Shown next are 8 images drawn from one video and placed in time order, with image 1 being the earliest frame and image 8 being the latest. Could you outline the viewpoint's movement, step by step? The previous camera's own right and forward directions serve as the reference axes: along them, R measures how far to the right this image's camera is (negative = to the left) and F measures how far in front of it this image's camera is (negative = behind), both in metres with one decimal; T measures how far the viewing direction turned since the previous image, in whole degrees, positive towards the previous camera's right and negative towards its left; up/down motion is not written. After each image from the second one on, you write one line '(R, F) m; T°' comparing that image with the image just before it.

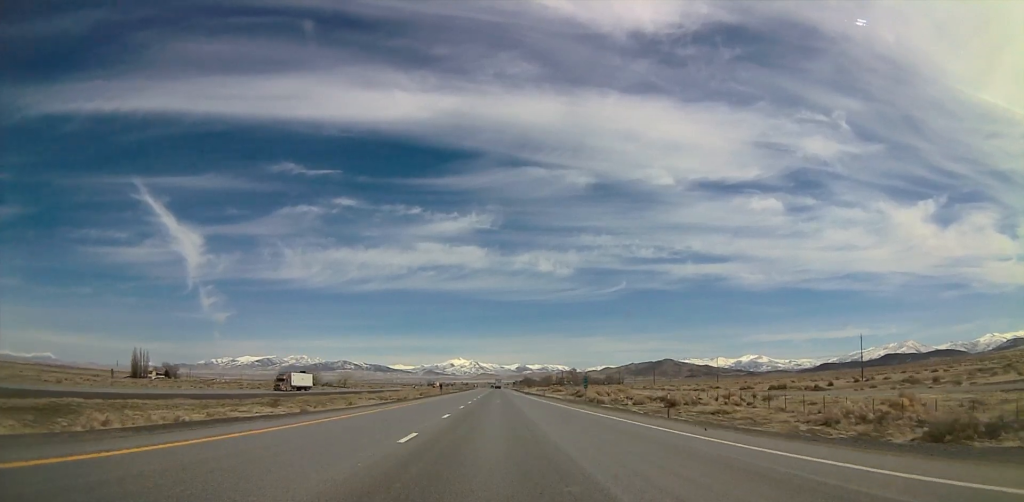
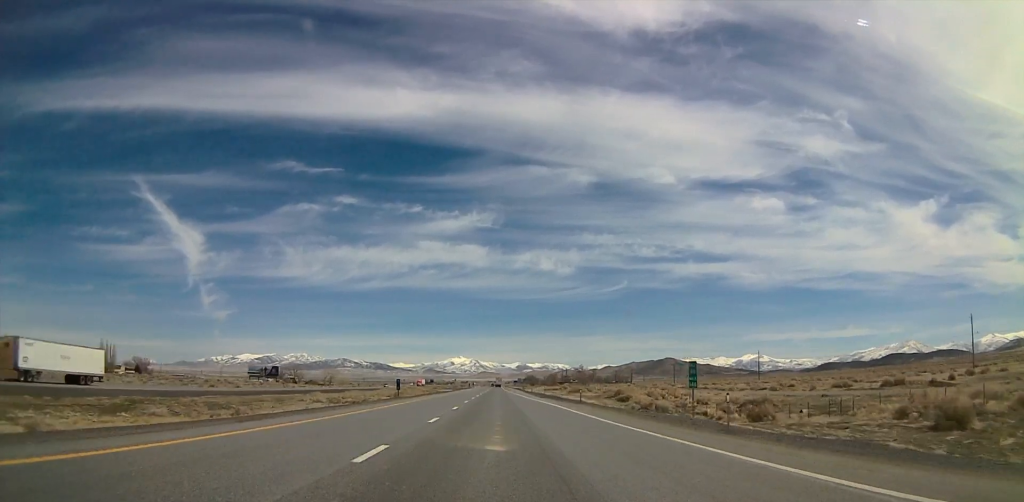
(0.0, +40.3) m; 0°
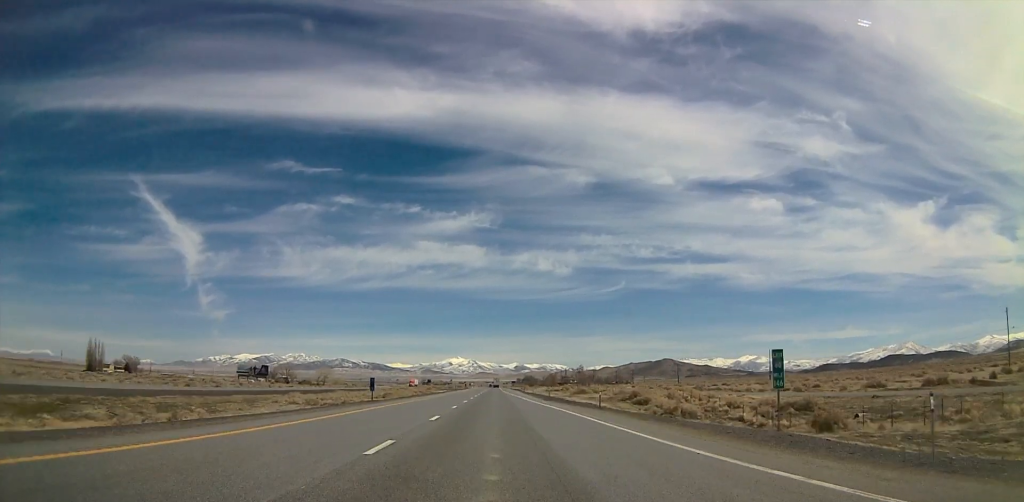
(0.0, +11.2) m; 0°
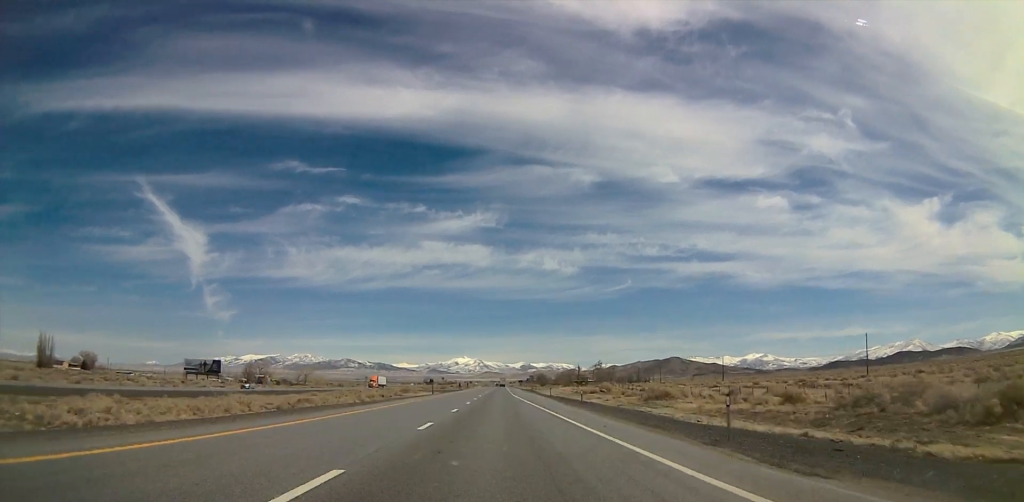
(+0.1, +53.8) m; 0°
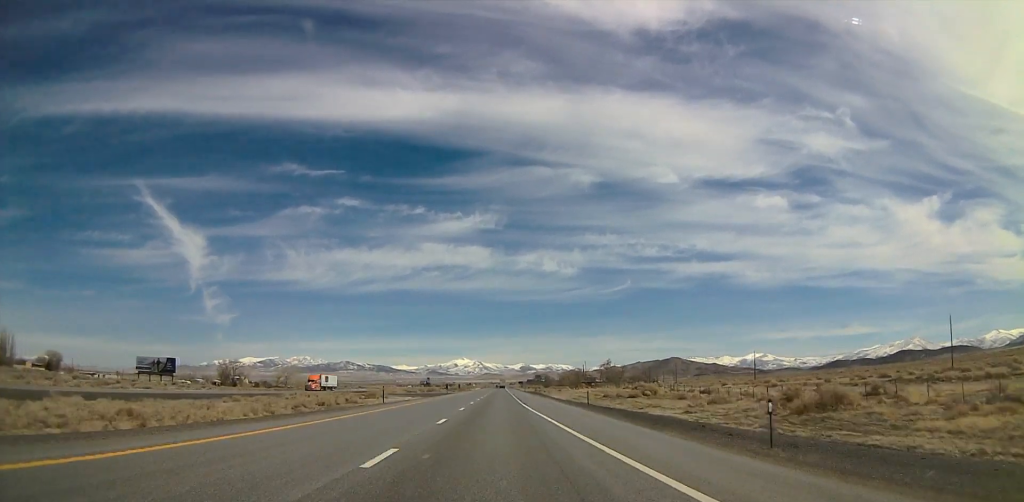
(-0.1, +33.6) m; 0°
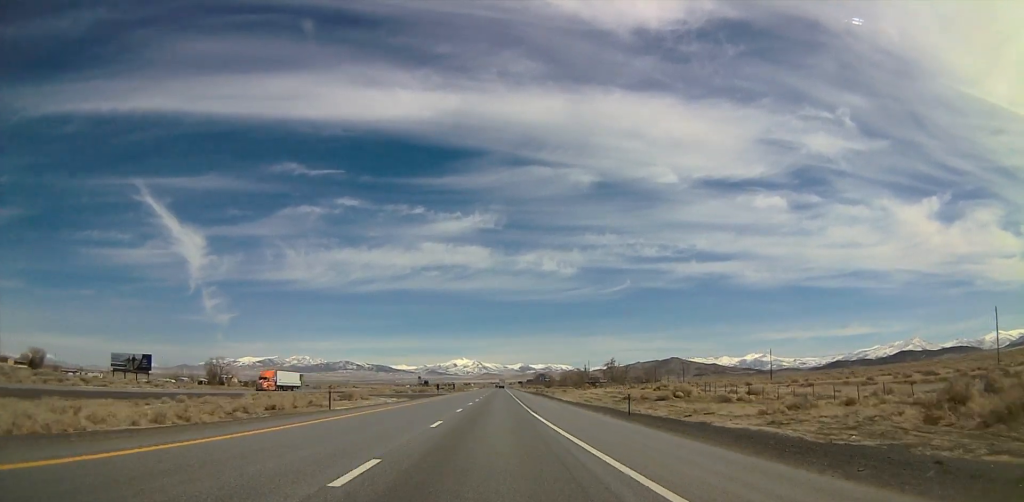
(0.0, +14.1) m; 0°
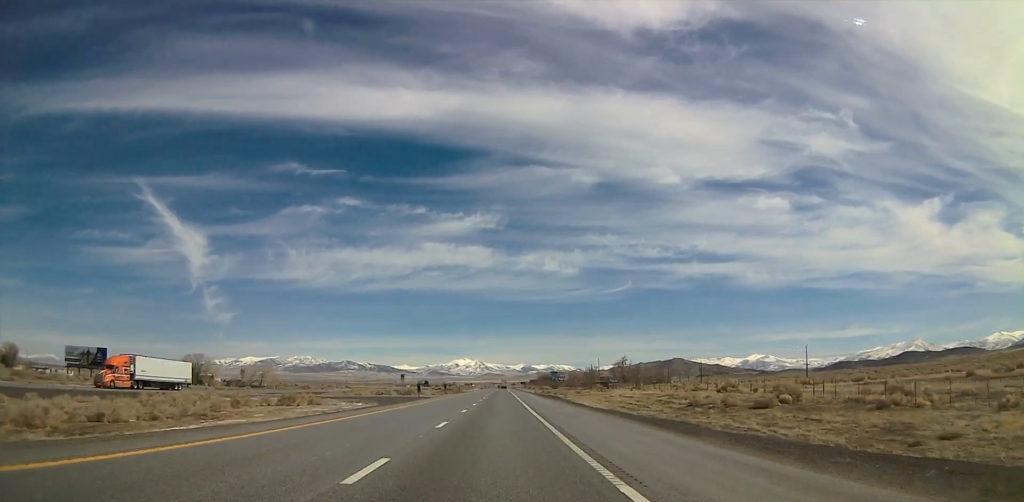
(0.0, +23.1) m; 0°
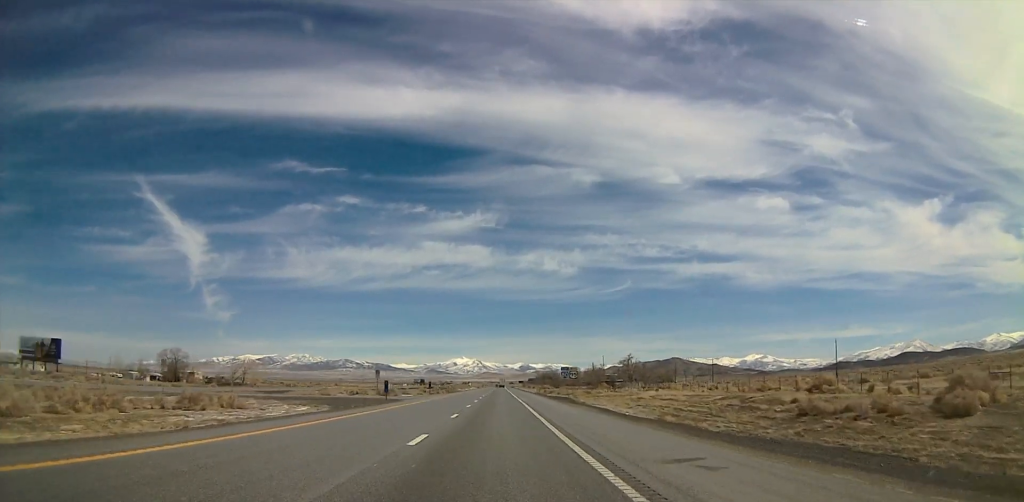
(0.0, +18.0) m; 0°
